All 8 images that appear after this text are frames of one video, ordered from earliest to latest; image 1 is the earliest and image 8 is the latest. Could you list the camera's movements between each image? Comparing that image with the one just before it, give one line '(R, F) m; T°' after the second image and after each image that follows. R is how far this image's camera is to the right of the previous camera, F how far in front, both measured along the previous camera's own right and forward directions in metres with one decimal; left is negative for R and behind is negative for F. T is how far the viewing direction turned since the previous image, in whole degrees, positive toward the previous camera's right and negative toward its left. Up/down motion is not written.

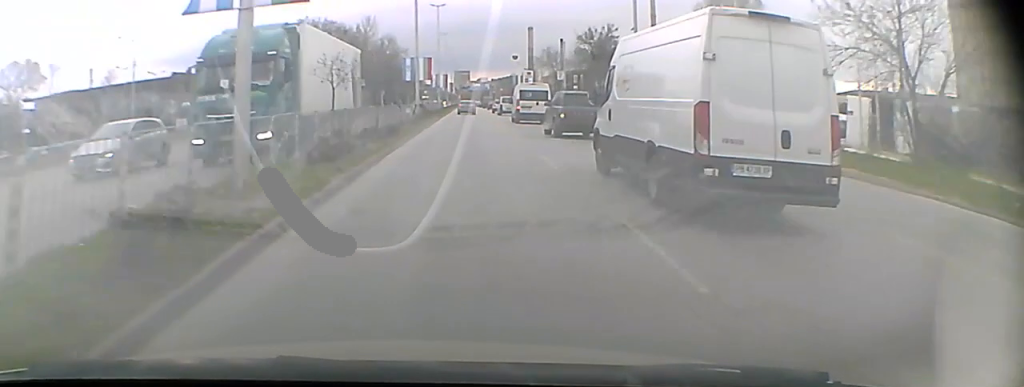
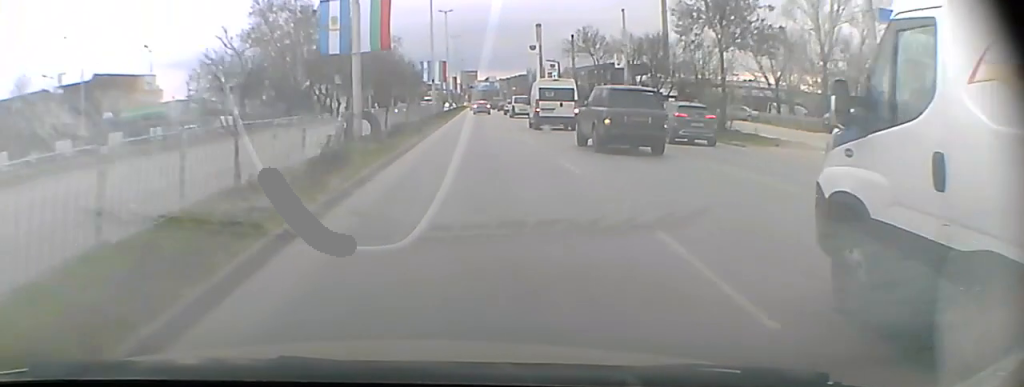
(0.0, +28.6) m; 0°
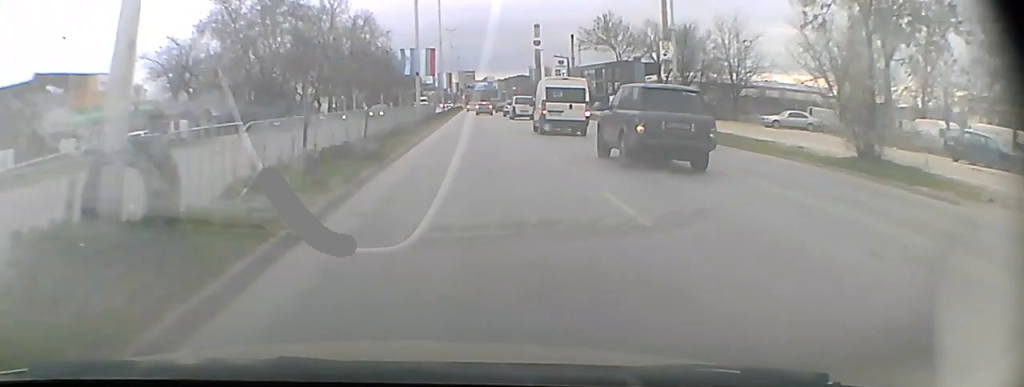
(0.0, +13.6) m; 0°
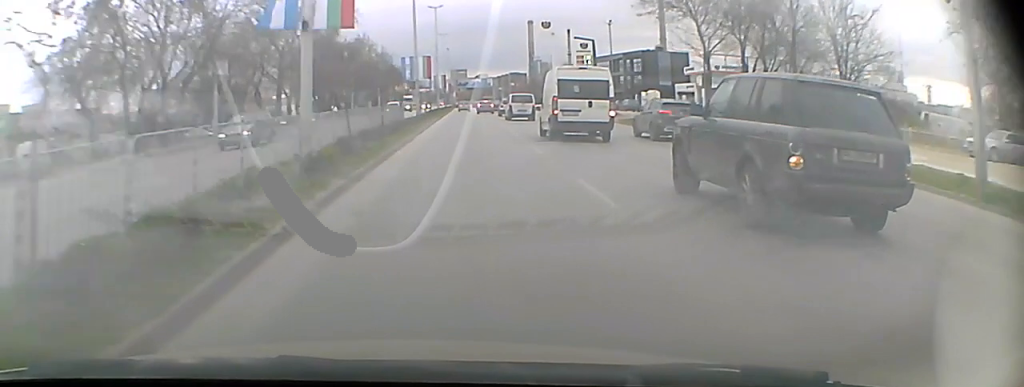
(+0.1, +26.6) m; +1°
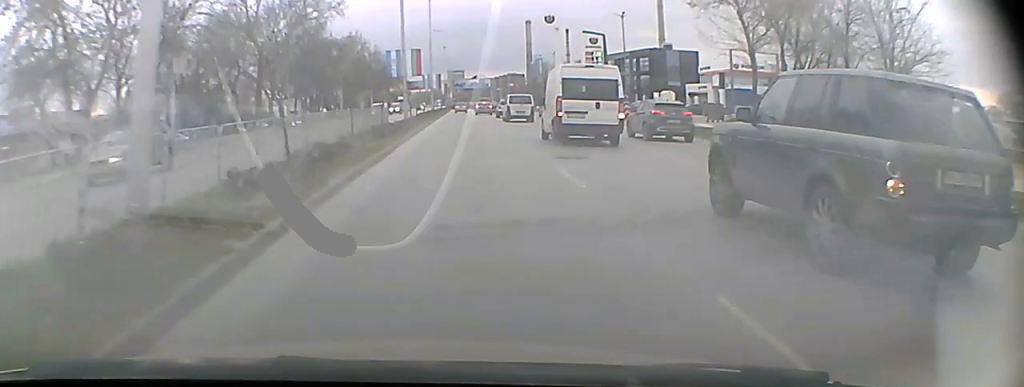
(0.0, +7.4) m; 0°
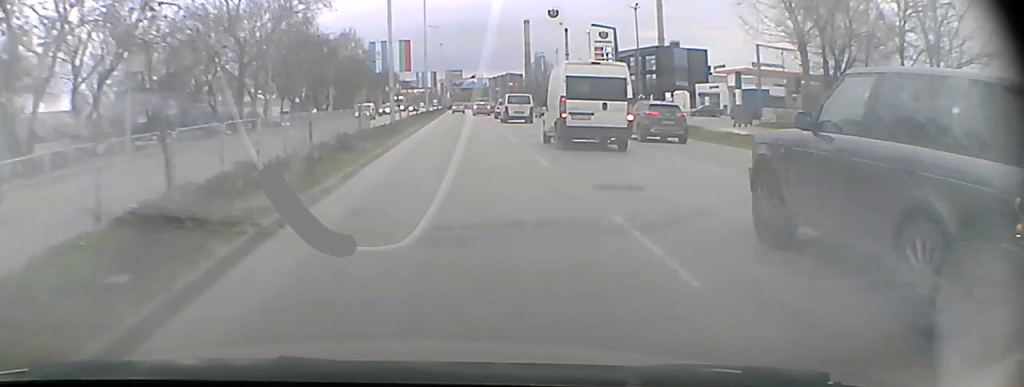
(0.0, +5.9) m; 0°
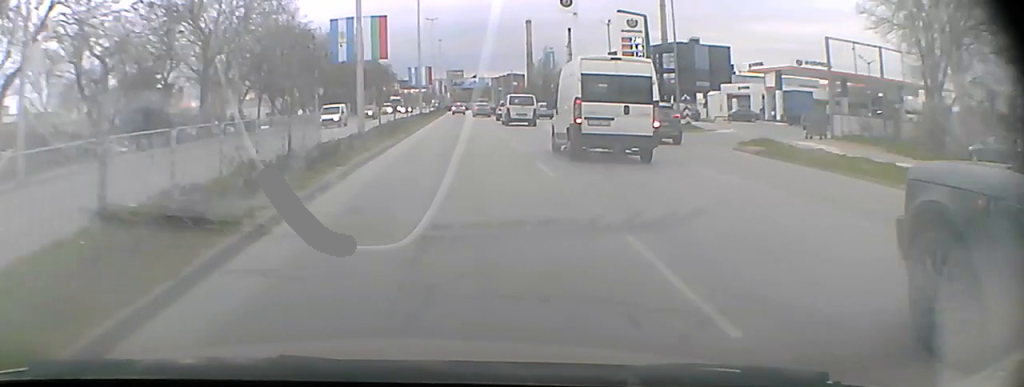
(0.0, +10.4) m; 0°
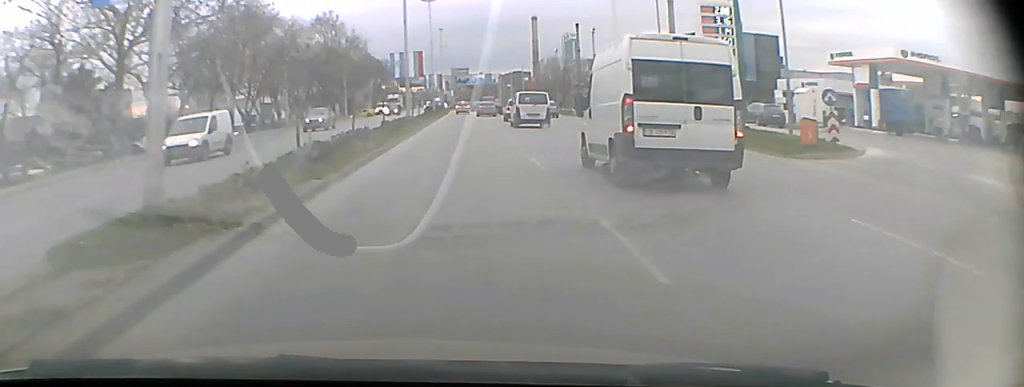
(0.0, +16.5) m; 0°
